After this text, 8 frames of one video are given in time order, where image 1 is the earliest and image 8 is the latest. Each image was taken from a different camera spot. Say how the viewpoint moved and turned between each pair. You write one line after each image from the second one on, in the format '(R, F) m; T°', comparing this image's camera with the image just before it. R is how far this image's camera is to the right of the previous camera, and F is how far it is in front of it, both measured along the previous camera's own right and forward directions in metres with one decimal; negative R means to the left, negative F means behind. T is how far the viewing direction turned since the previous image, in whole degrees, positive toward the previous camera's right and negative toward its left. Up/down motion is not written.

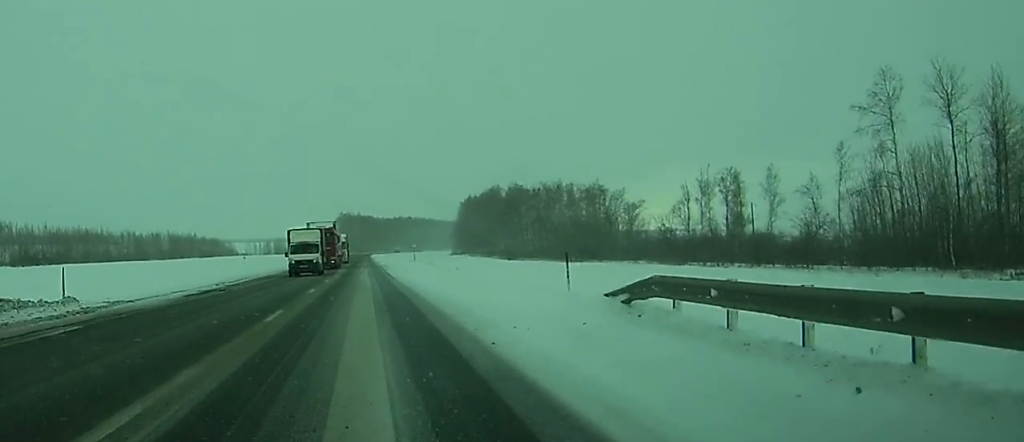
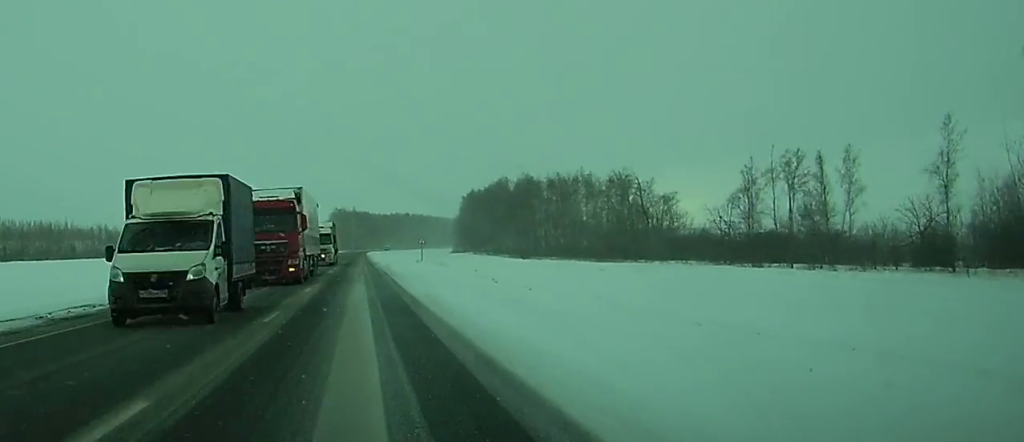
(-0.1, +23.6) m; 0°
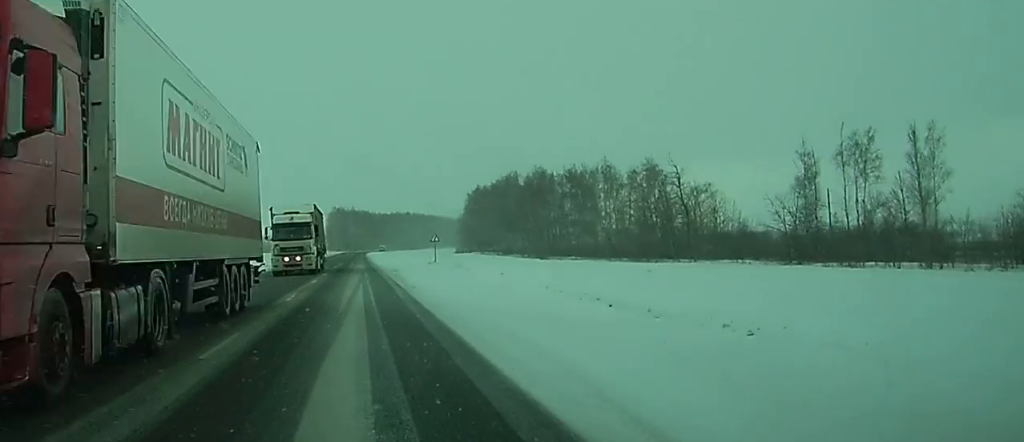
(0.0, +17.9) m; 0°
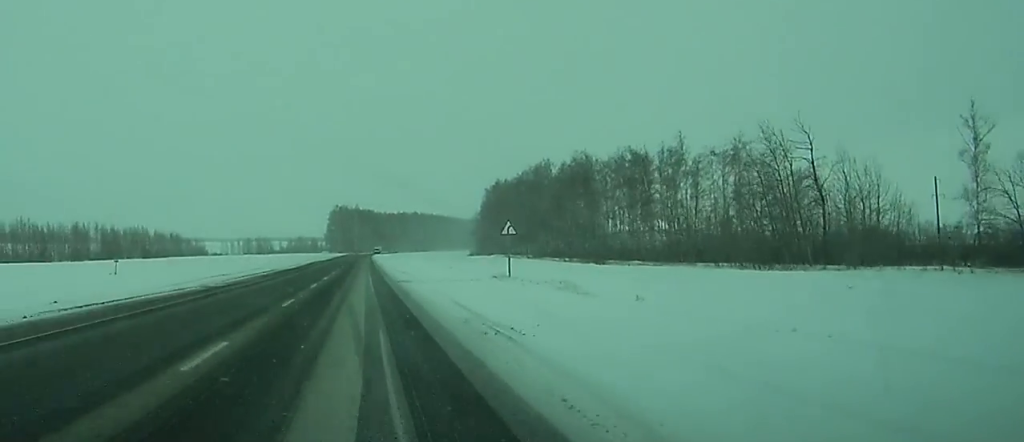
(-0.1, +36.6) m; 0°
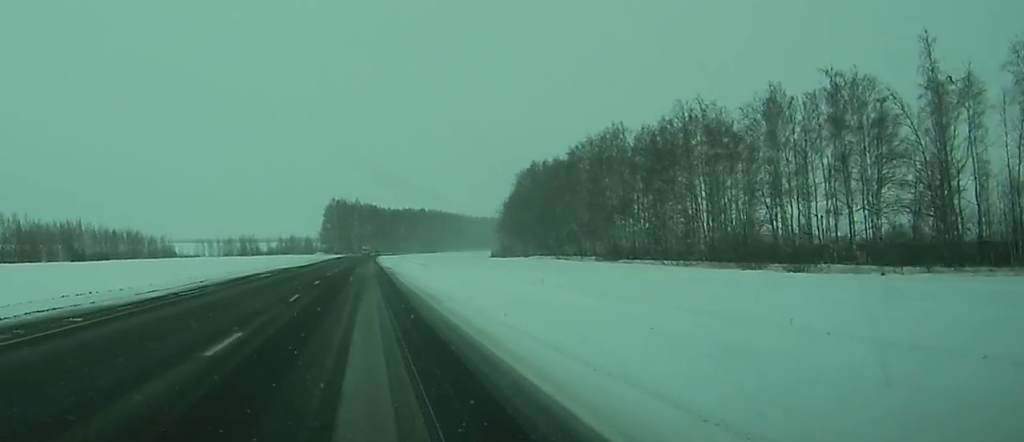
(+0.3, +58.4) m; +1°
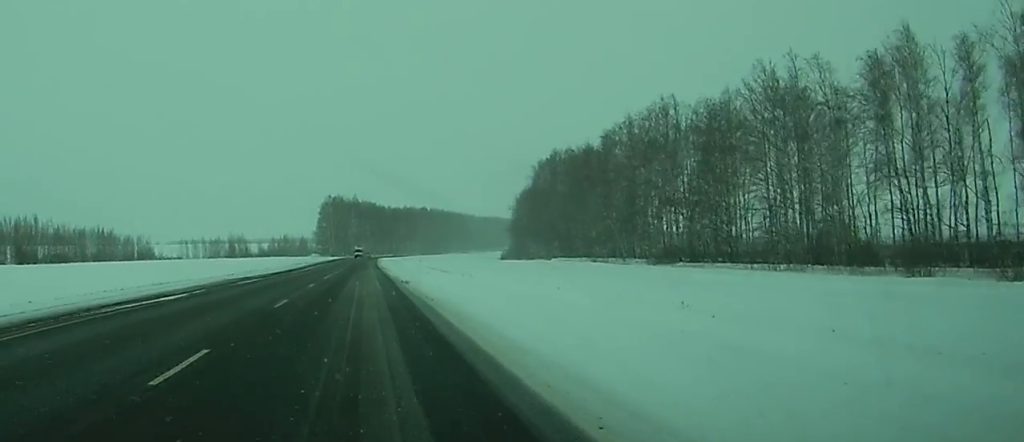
(0.0, +26.6) m; 0°
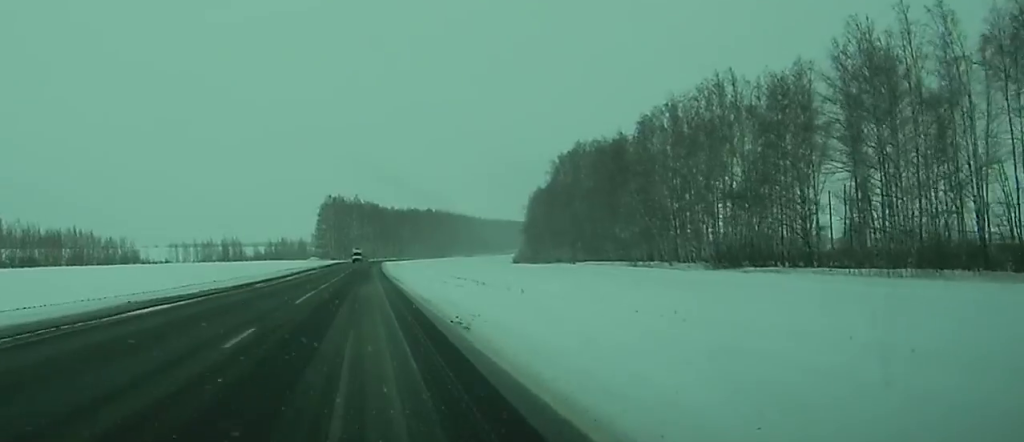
(0.0, +20.0) m; 0°
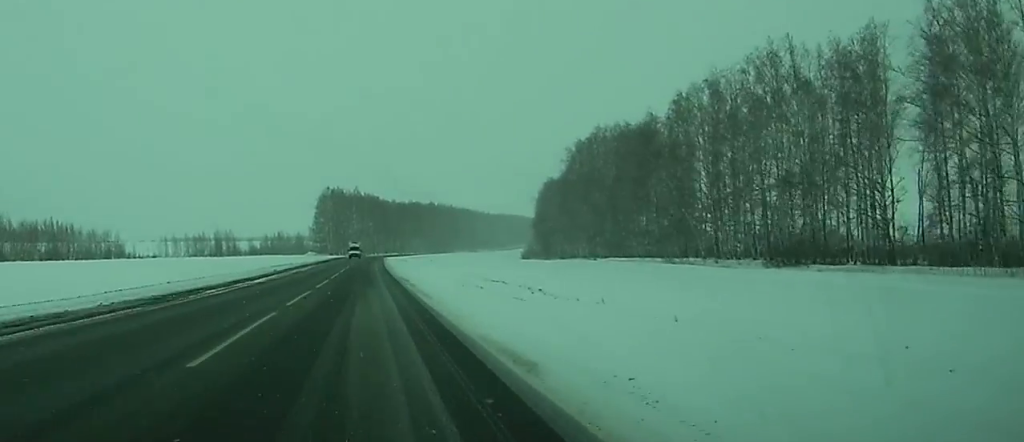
(+0.1, +15.3) m; 0°
